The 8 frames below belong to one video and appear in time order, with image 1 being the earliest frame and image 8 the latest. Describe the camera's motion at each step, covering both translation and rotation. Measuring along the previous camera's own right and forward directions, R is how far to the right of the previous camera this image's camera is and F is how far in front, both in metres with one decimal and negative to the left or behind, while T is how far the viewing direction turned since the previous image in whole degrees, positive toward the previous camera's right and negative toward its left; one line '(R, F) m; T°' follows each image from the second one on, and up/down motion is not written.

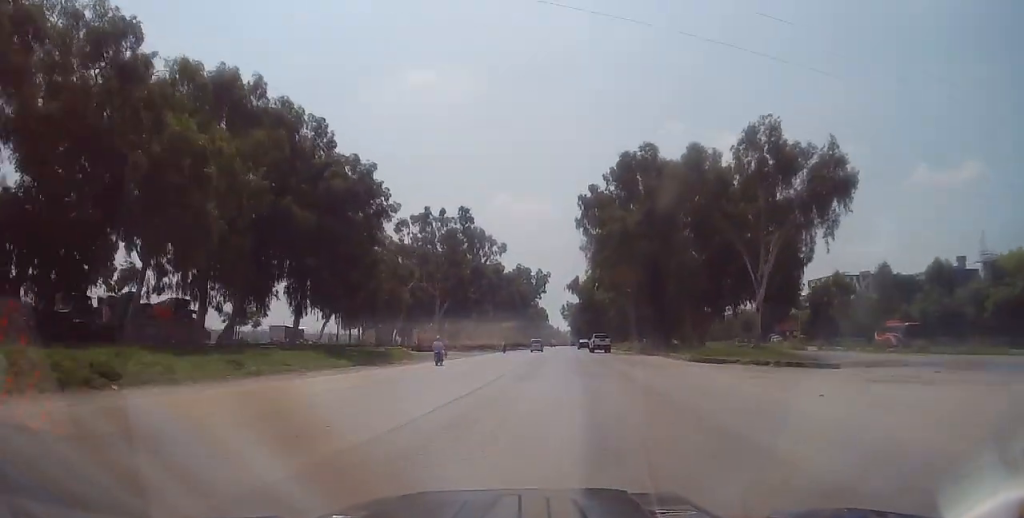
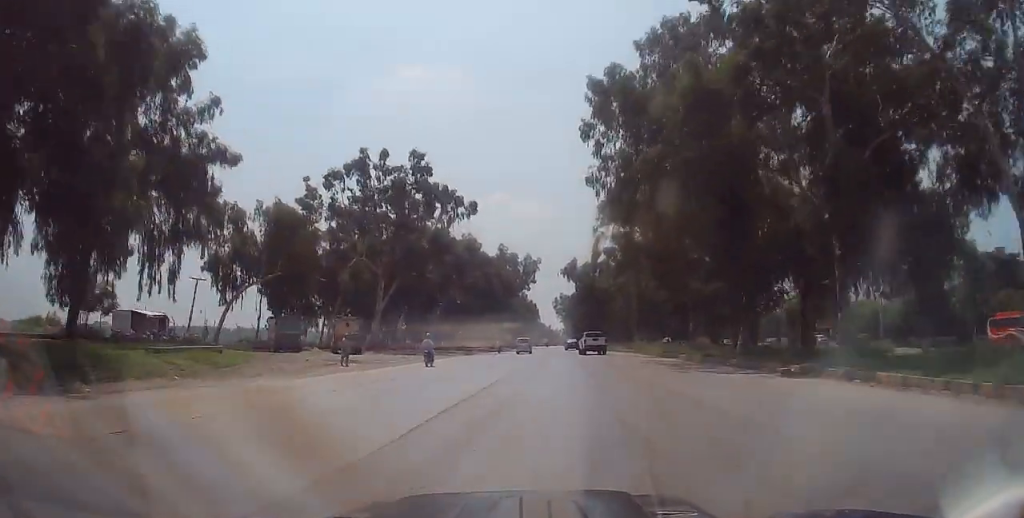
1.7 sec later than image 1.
(0.0, +28.8) m; 0°
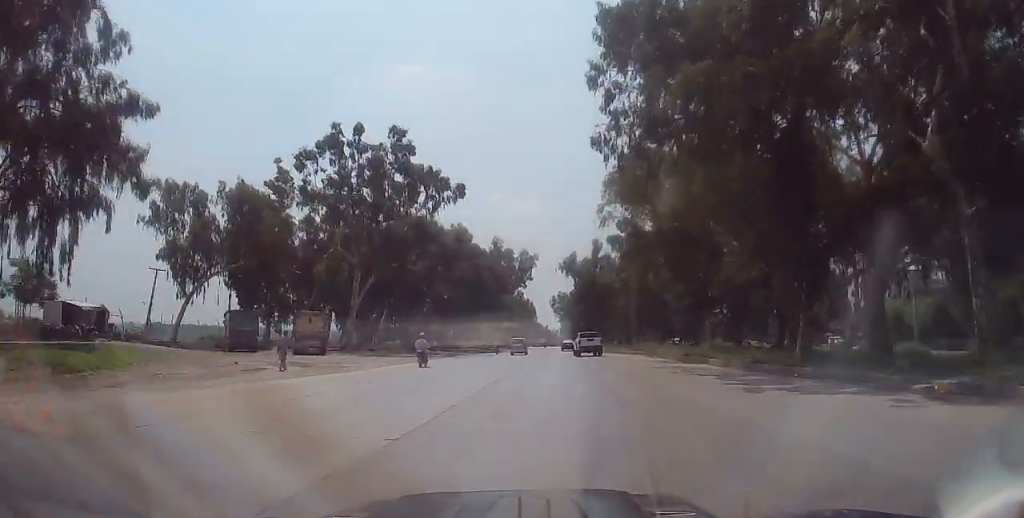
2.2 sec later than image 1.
(0.0, +8.0) m; 0°
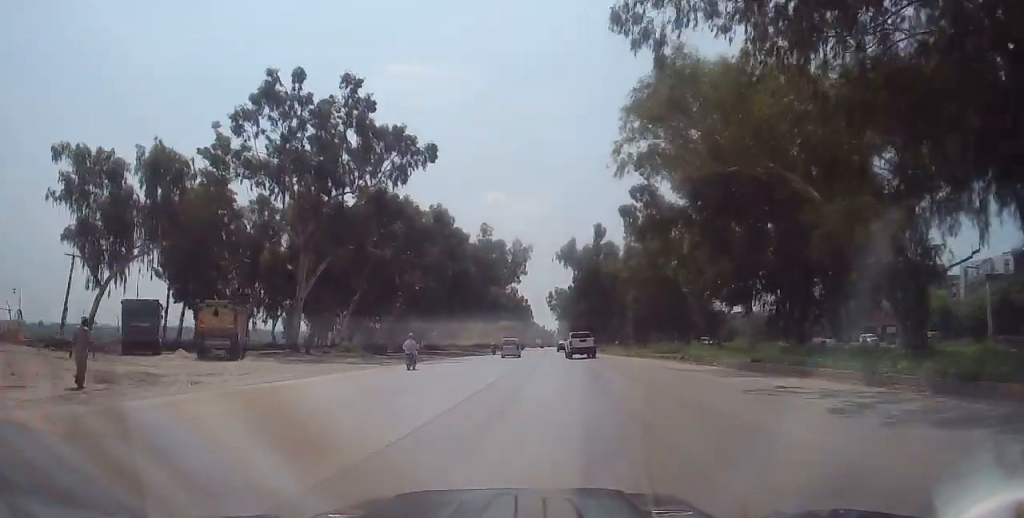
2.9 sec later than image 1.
(+0.1, +13.1) m; 0°
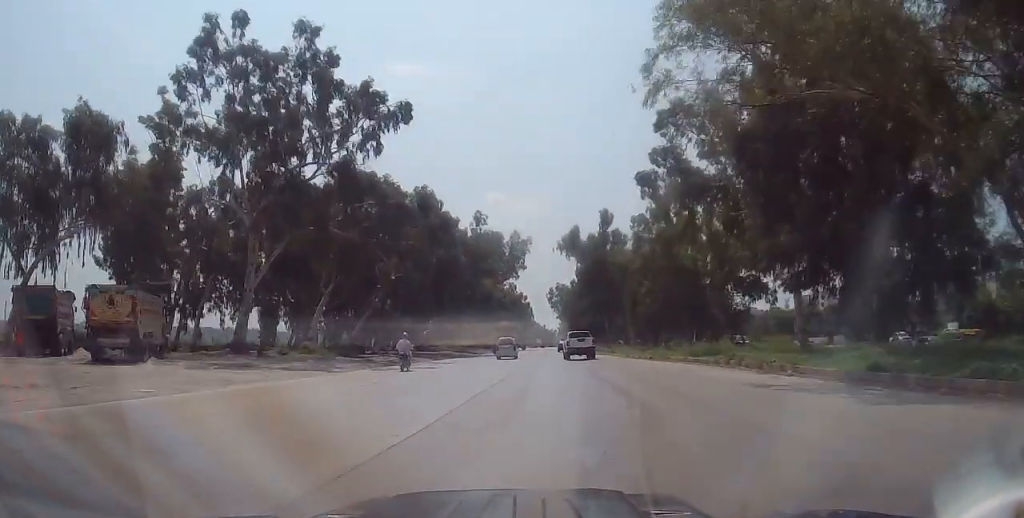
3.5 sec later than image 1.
(+0.1, +9.2) m; 0°
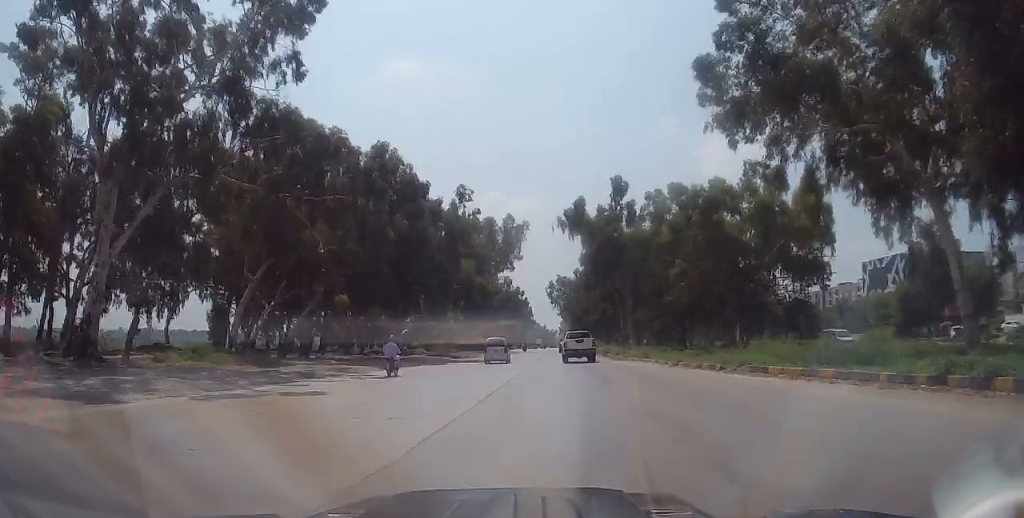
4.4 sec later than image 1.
(-0.2, +15.5) m; -1°
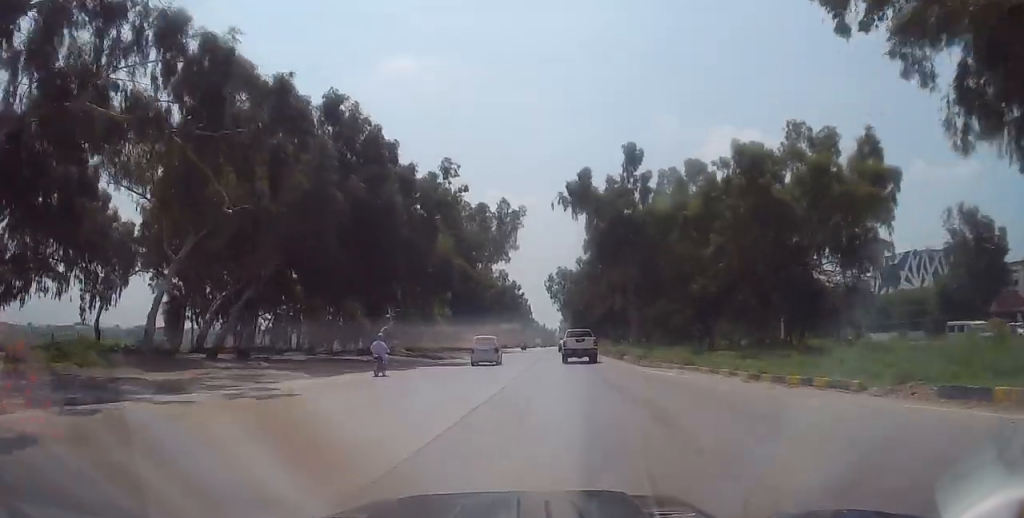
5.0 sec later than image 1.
(-0.1, +10.4) m; 0°
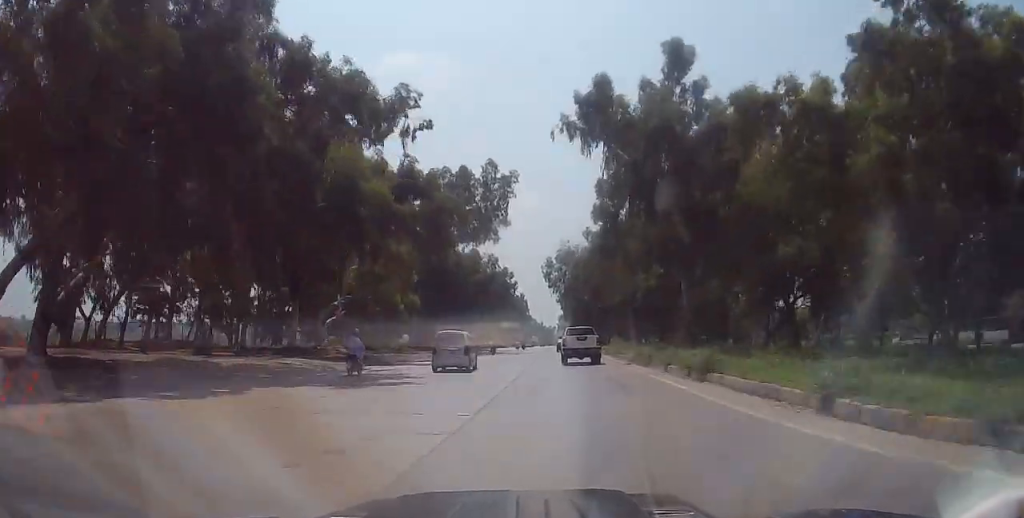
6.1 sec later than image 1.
(0.0, +19.0) m; +1°
